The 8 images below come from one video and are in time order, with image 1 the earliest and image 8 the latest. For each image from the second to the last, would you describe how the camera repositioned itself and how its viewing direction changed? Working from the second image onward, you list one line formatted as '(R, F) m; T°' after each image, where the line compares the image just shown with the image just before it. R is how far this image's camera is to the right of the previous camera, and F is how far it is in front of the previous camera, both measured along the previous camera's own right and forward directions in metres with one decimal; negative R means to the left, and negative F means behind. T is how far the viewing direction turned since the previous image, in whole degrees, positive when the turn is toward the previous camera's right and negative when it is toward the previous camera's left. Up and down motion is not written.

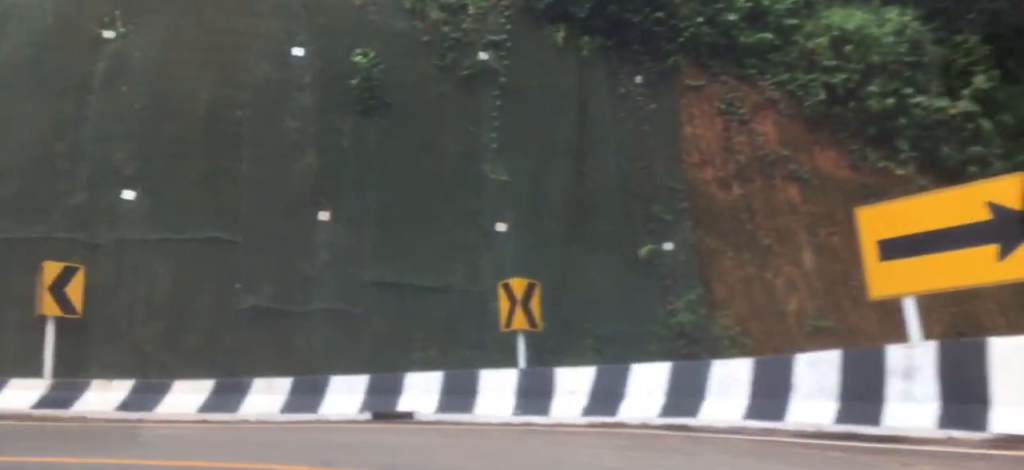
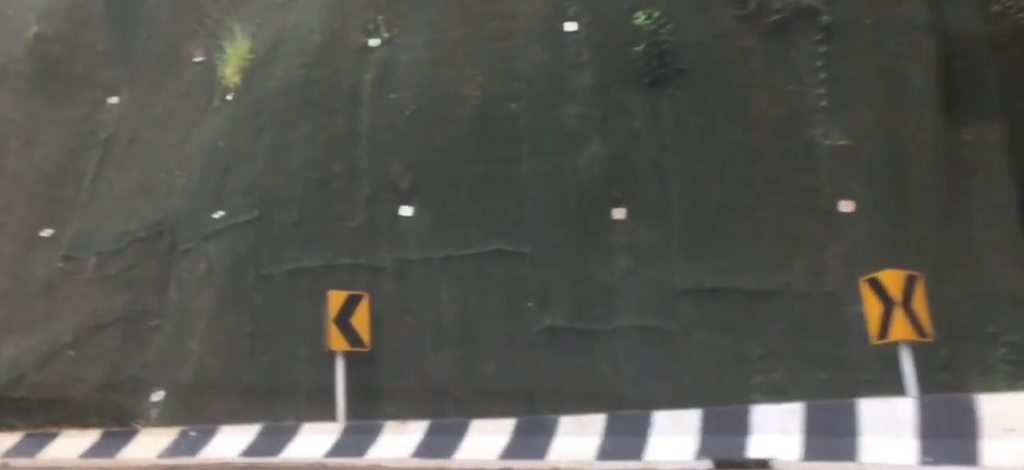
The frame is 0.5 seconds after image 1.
(-0.4, +2.5) m; -17°
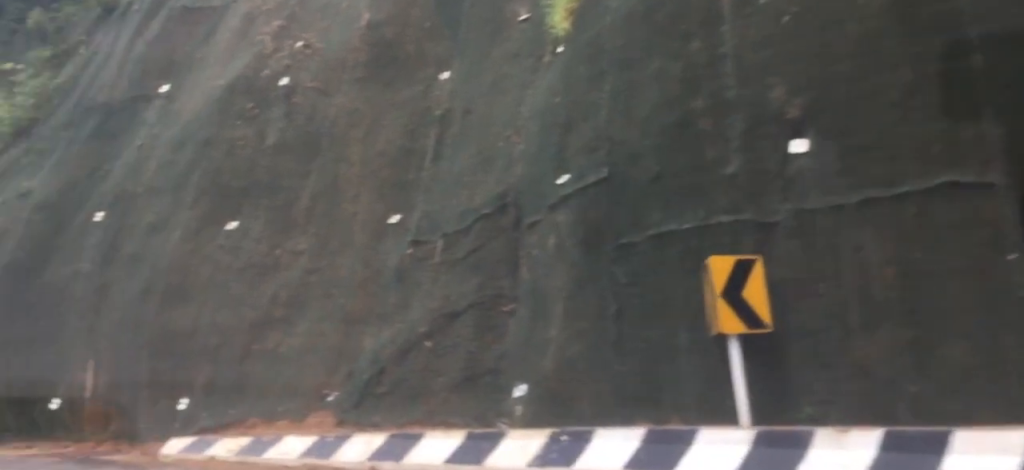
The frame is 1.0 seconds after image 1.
(-0.7, +3.0) m; -15°
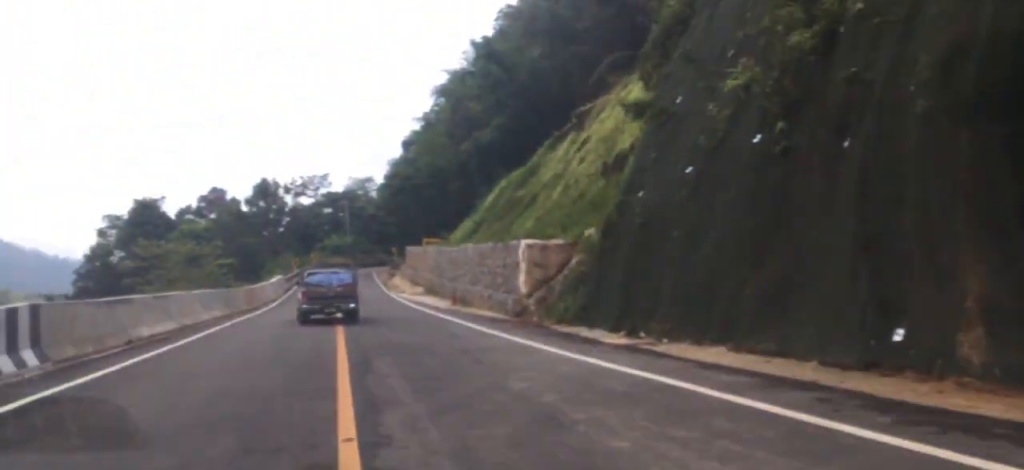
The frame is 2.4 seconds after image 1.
(-2.4, +7.8) m; -36°
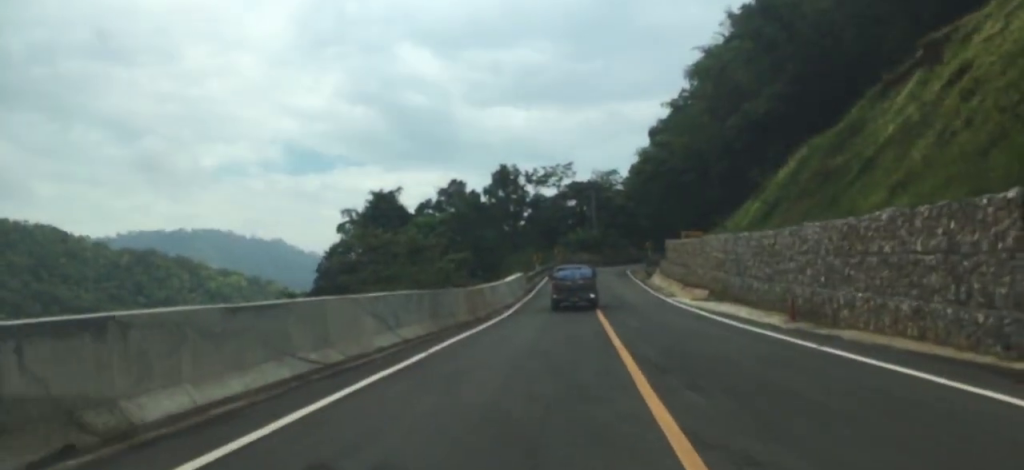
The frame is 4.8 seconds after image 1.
(-2.6, +13.9) m; -11°
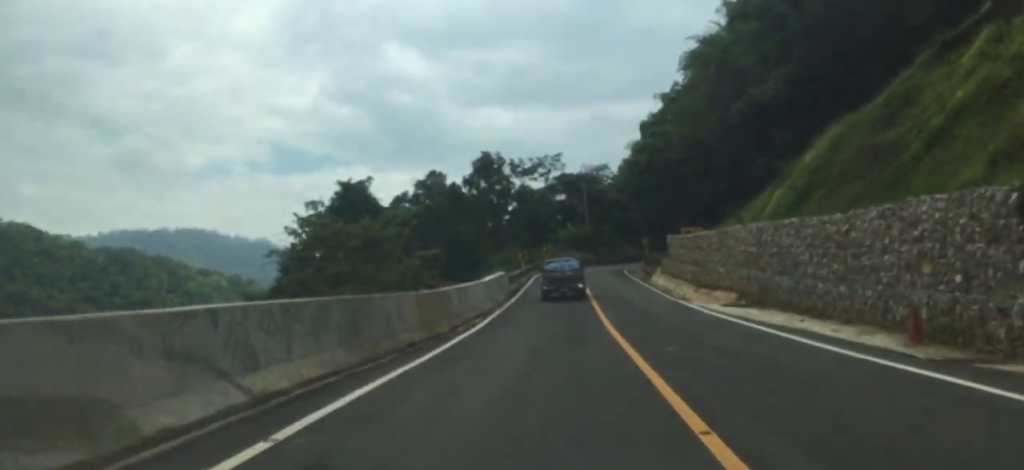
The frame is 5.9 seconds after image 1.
(-0.5, +10.4) m; -5°
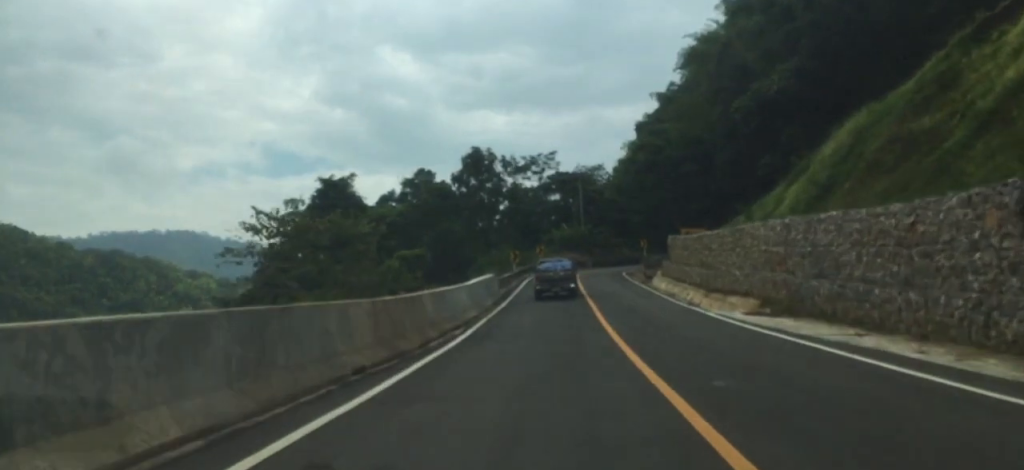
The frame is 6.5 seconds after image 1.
(-0.1, +5.4) m; -3°
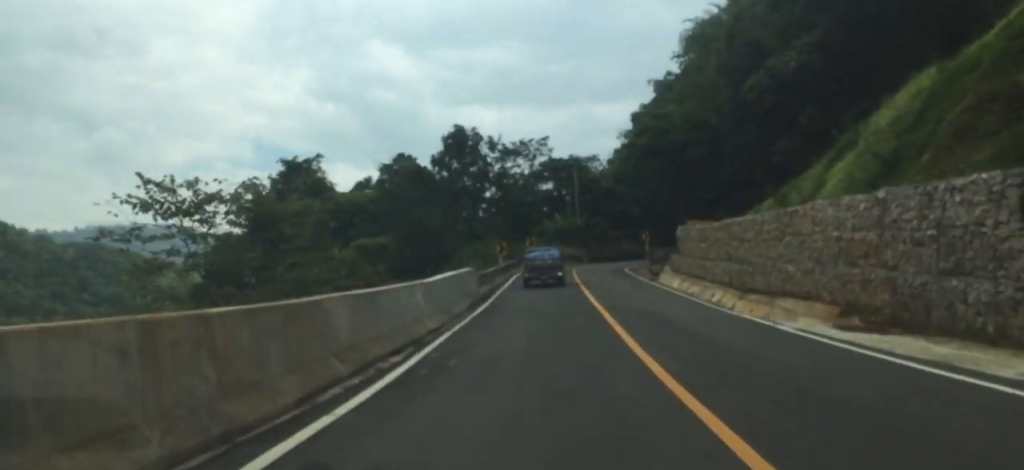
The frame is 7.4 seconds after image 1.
(-0.3, +9.6) m; -8°
